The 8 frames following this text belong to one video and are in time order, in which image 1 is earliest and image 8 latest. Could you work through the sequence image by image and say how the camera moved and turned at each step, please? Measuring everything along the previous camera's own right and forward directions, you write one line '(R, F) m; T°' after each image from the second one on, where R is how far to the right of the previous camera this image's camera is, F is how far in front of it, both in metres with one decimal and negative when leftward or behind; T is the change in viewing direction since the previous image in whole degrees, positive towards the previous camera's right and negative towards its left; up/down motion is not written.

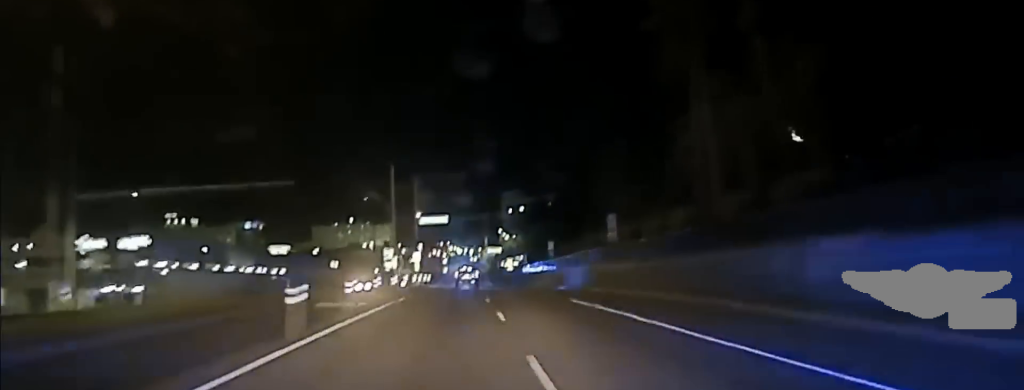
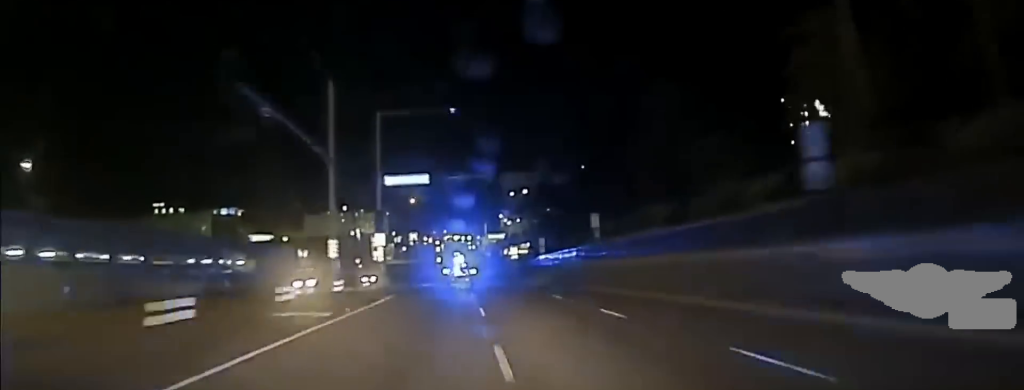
(-0.3, +34.7) m; 0°
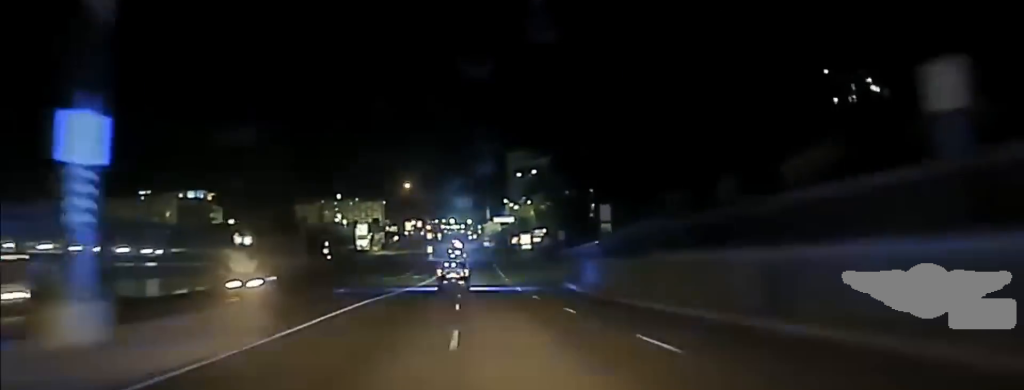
(-0.1, +45.0) m; 0°
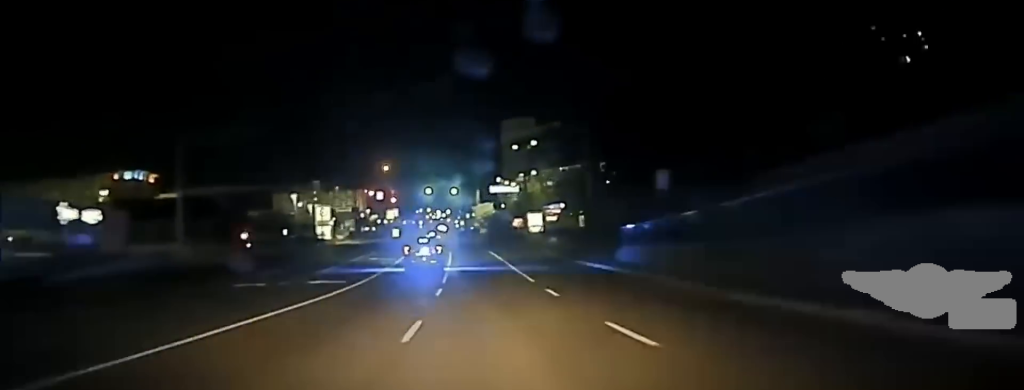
(0.0, +49.2) m; +1°
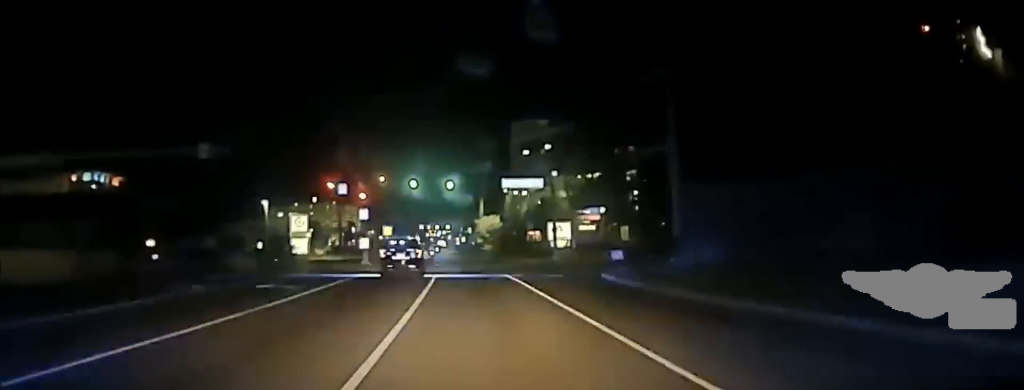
(+0.4, +34.2) m; 0°
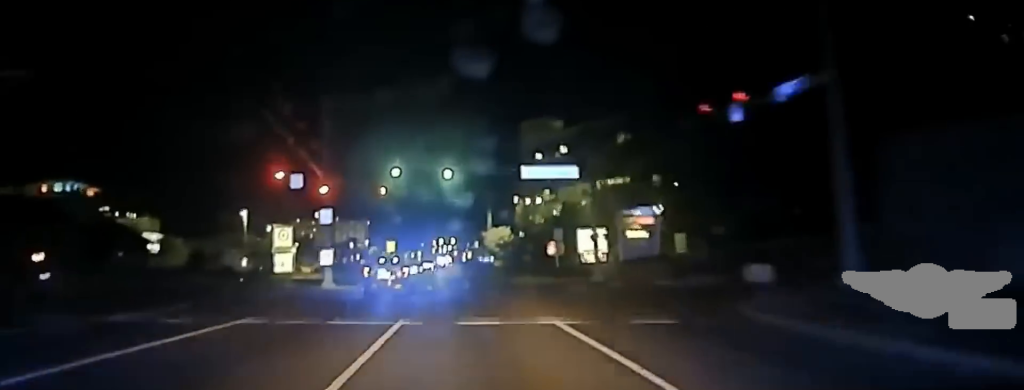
(0.0, +22.1) m; 0°
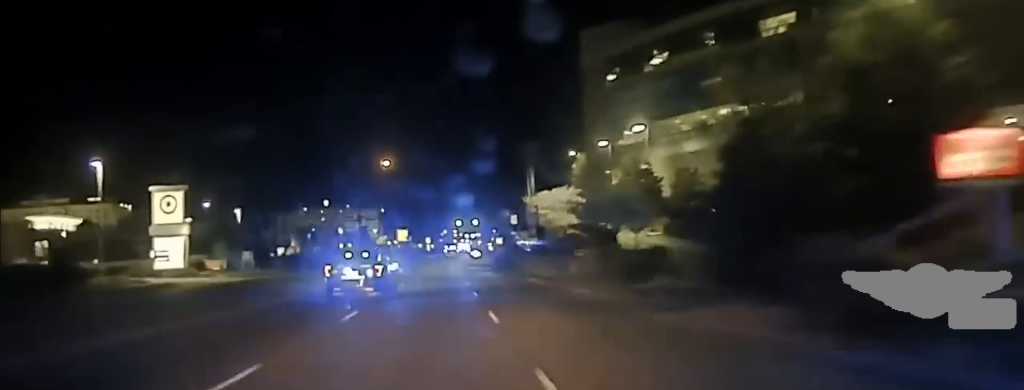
(-1.3, +71.9) m; -2°
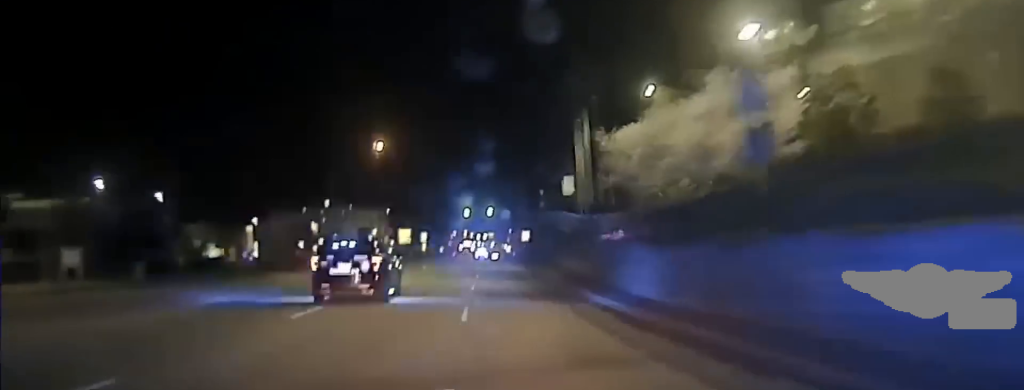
(-0.2, +51.8) m; 0°
